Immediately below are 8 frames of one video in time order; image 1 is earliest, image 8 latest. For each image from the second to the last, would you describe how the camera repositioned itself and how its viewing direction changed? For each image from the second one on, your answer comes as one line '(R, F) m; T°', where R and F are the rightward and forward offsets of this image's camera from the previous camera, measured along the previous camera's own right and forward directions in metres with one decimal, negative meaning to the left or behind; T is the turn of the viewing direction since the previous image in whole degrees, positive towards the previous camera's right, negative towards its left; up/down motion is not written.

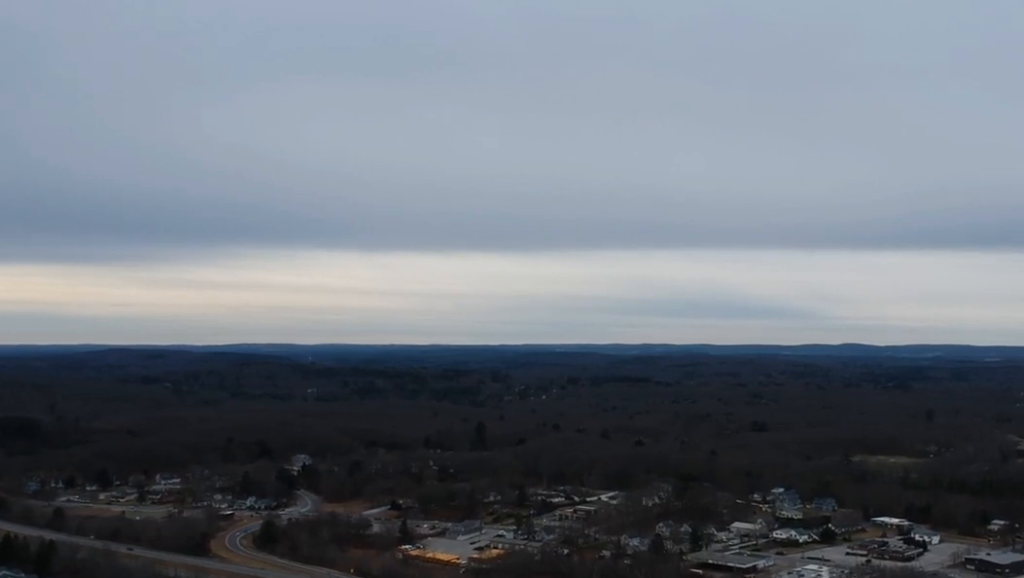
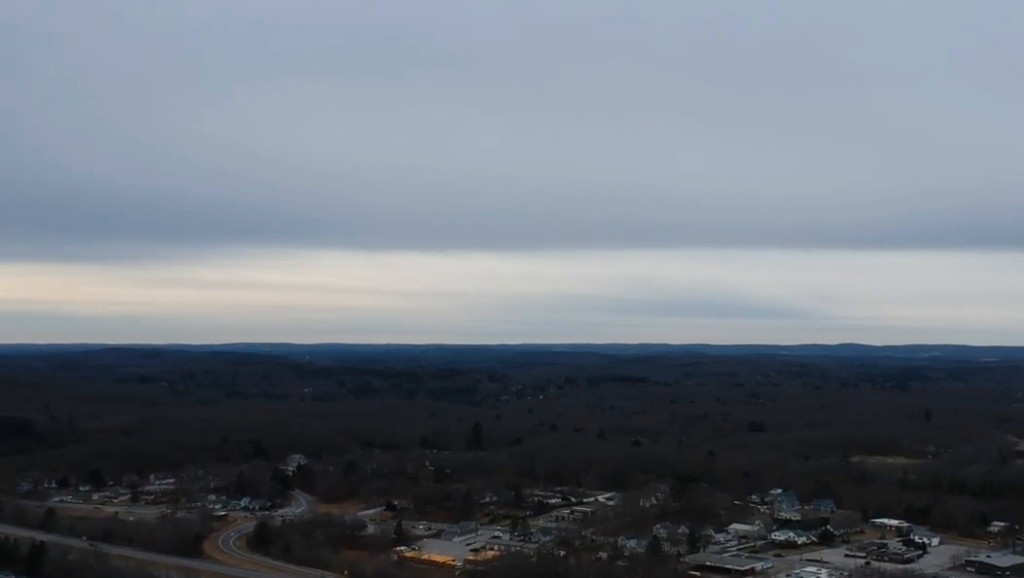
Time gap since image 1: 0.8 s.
(0.0, +4.9) m; 0°
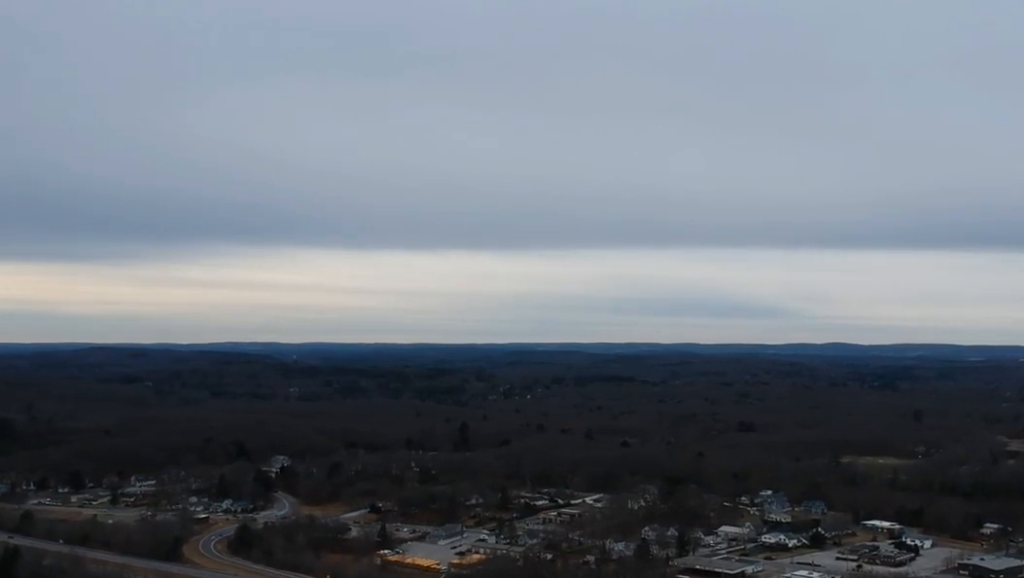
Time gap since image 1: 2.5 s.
(0.0, +9.3) m; 0°
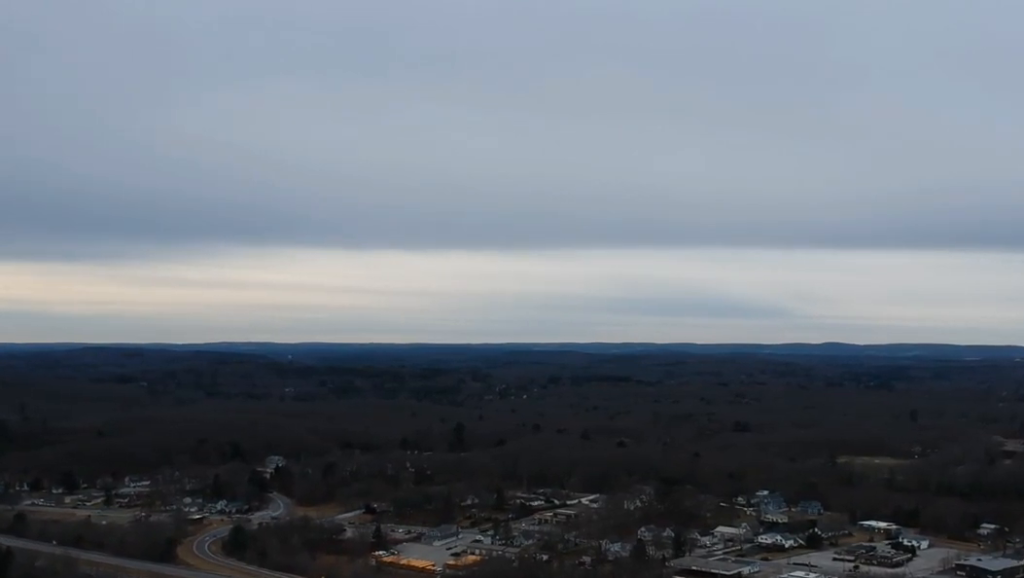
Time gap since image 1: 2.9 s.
(0.0, +2.0) m; 0°
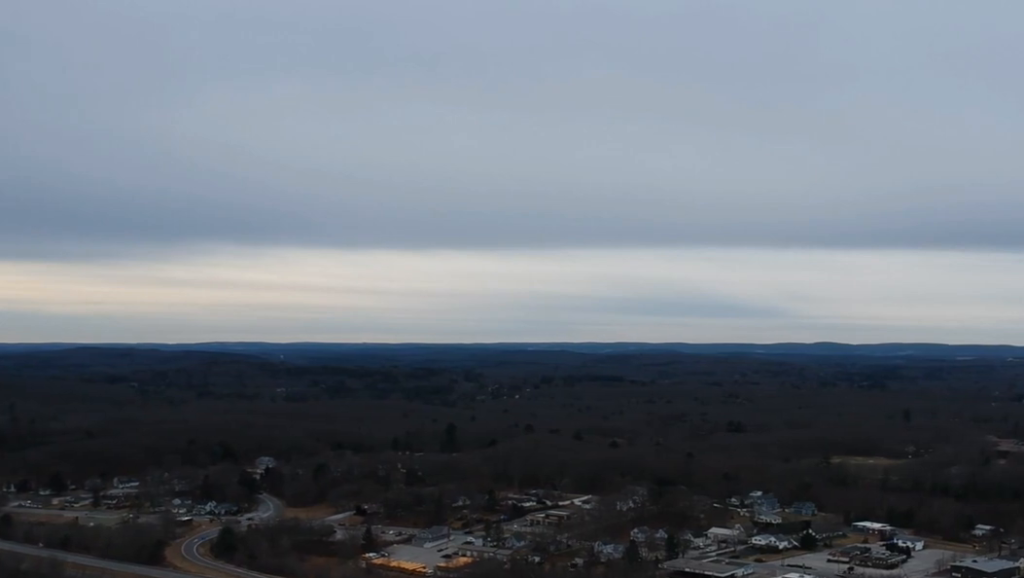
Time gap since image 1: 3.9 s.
(0.0, +4.7) m; 0°
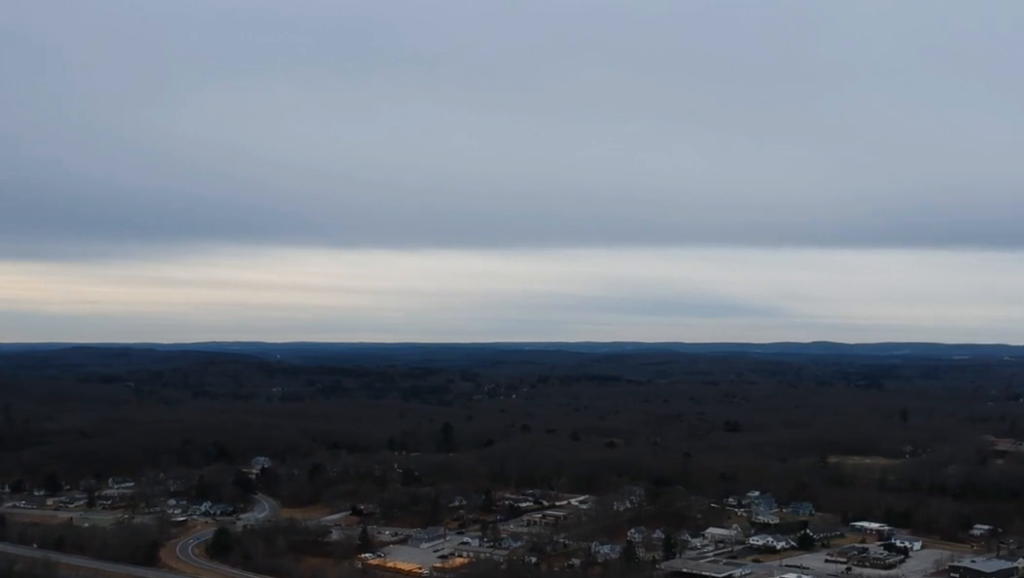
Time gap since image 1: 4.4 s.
(0.0, +2.2) m; 0°
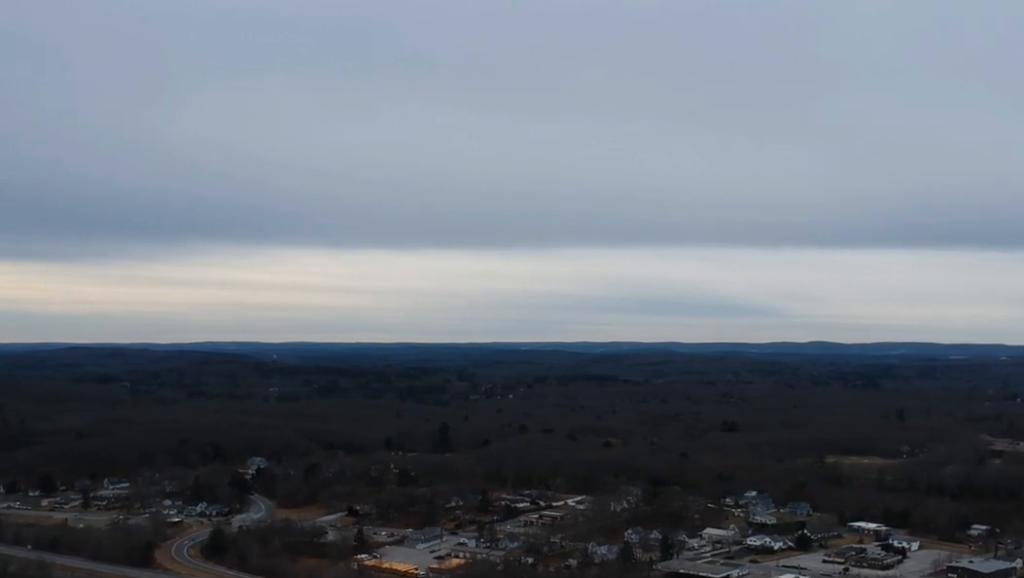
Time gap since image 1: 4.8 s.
(0.0, +1.7) m; 0°
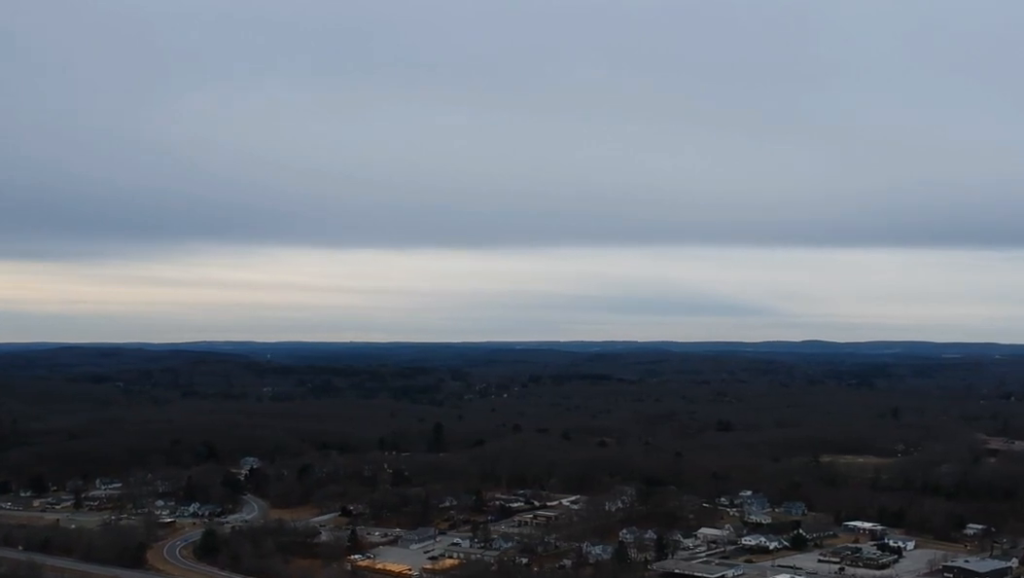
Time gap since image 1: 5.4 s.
(0.0, +2.3) m; 0°
